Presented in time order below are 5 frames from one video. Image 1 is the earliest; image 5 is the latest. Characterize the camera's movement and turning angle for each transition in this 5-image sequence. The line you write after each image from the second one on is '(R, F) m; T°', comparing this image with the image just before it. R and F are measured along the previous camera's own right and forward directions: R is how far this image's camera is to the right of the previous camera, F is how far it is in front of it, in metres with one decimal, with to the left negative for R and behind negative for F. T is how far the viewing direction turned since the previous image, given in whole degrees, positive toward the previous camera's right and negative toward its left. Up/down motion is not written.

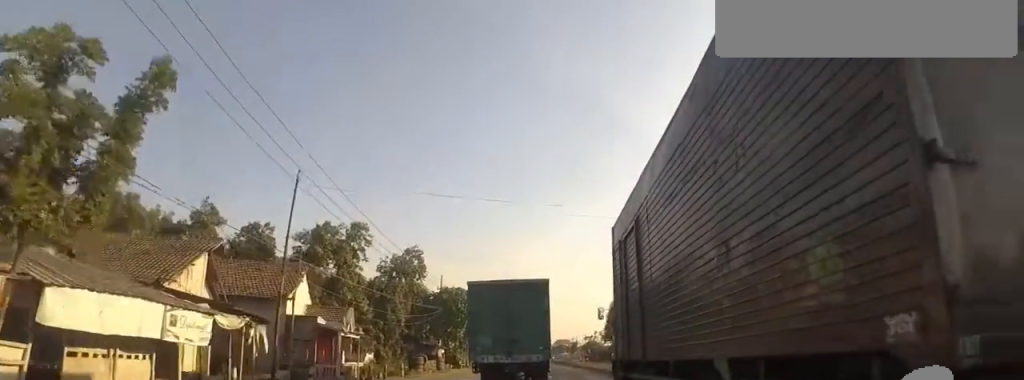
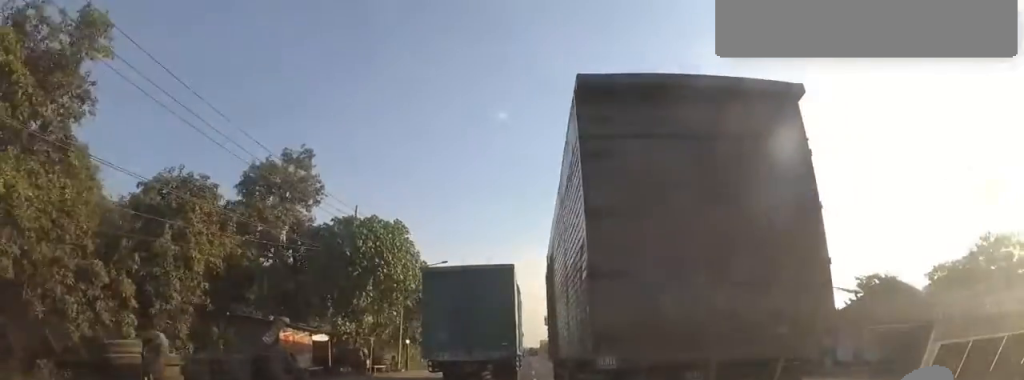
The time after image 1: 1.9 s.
(+0.3, +23.7) m; +3°
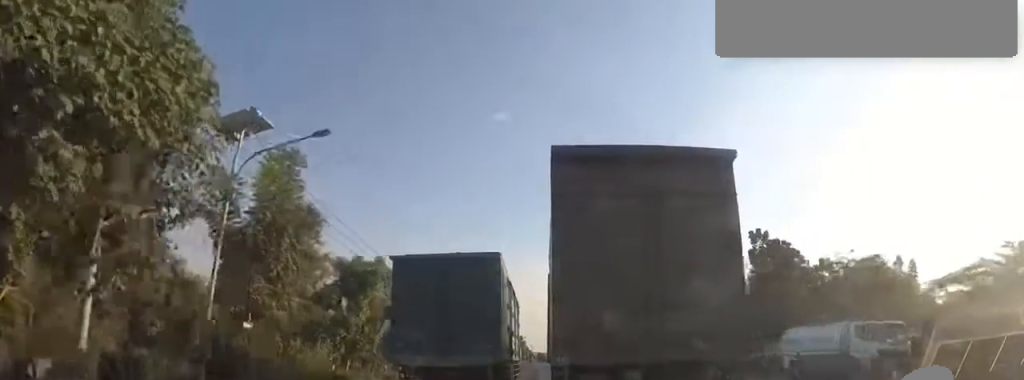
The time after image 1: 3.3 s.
(+0.6, +18.5) m; +1°
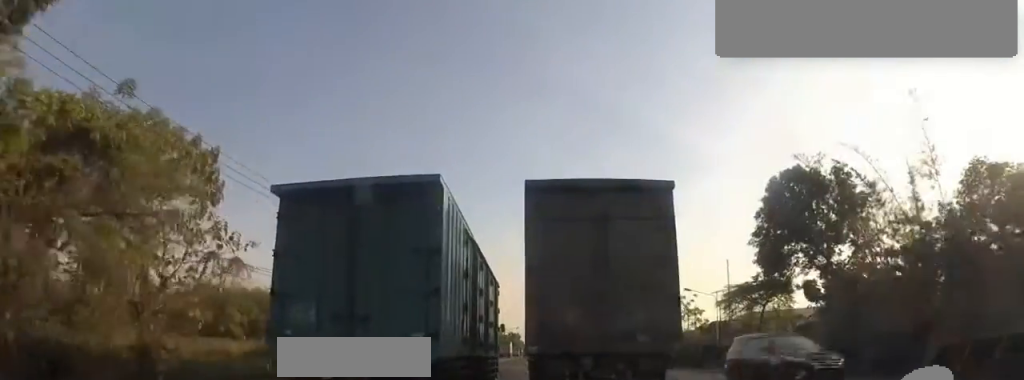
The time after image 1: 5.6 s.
(+0.6, +30.6) m; +2°
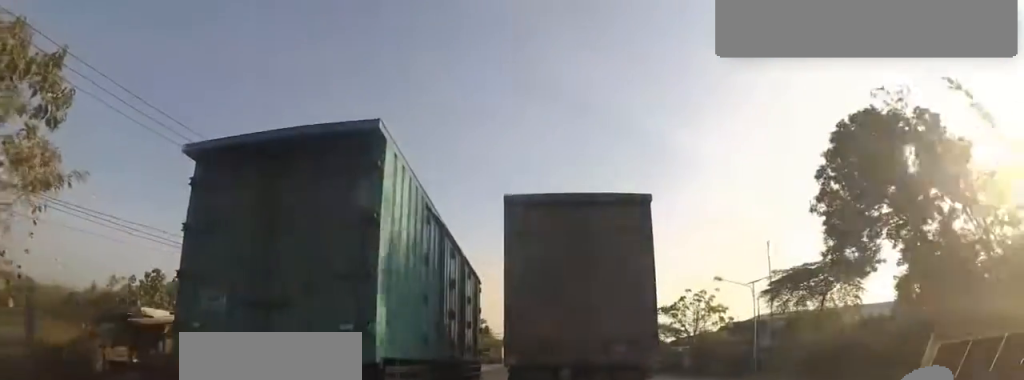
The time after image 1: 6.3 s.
(-0.1, +9.0) m; -1°
